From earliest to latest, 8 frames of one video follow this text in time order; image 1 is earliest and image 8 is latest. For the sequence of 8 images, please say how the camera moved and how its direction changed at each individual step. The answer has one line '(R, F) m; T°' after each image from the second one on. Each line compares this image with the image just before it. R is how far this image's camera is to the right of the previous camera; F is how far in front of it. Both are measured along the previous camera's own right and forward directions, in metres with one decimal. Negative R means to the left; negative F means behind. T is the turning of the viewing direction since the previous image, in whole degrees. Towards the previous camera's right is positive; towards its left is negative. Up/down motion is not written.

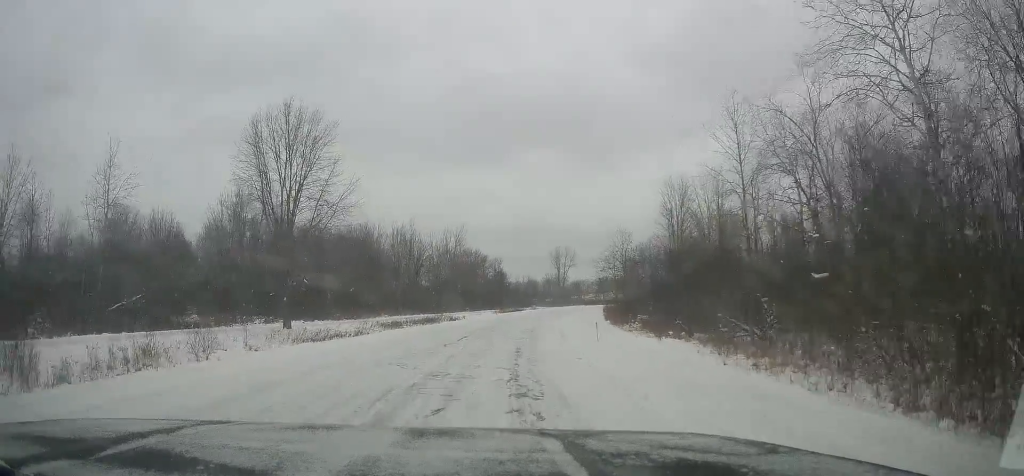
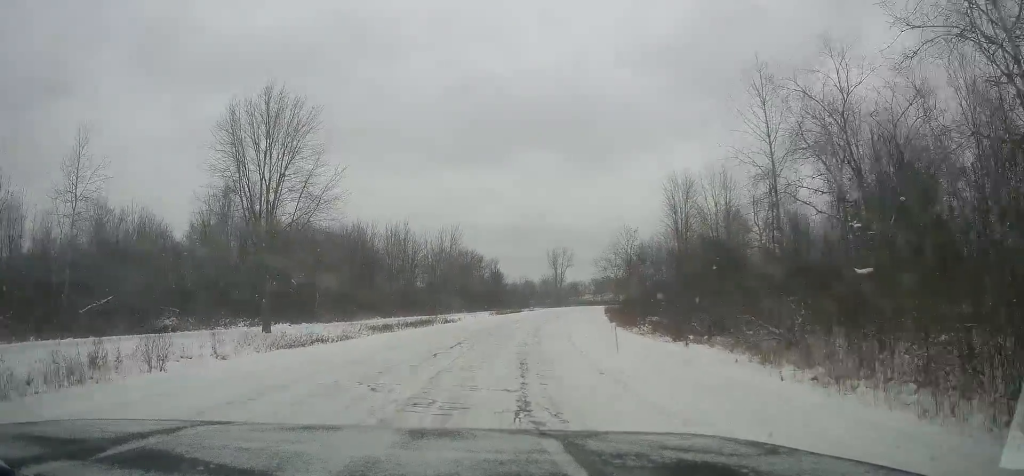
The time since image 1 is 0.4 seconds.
(-0.1, +3.5) m; +2°
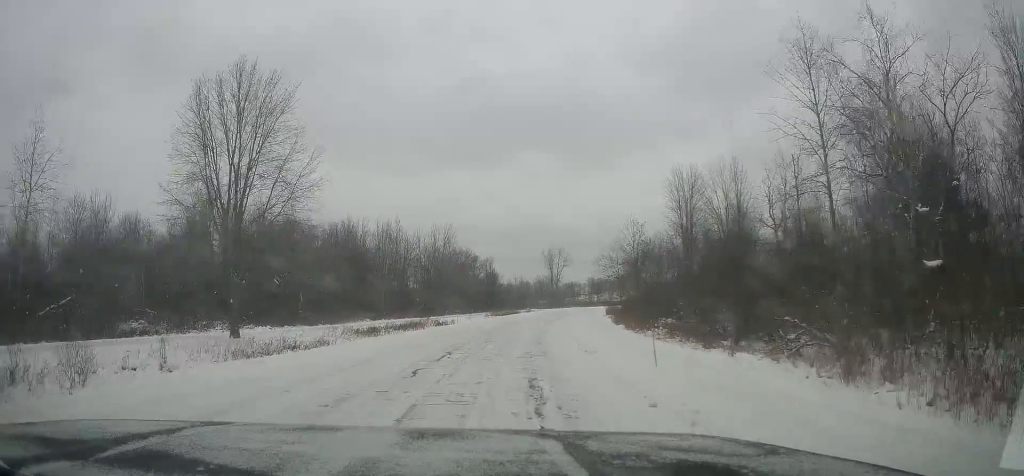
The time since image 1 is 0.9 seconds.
(-0.3, +4.4) m; +3°
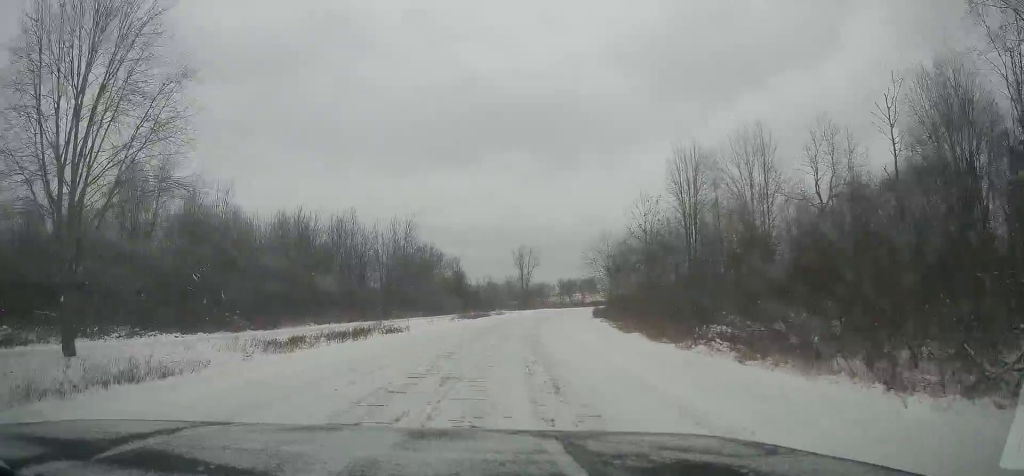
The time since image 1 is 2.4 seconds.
(+0.9, +13.3) m; +1°
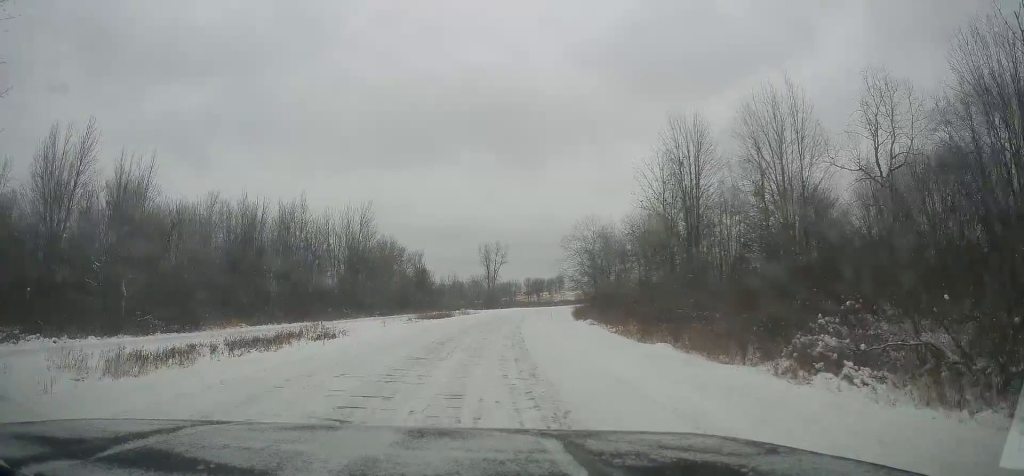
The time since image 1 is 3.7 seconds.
(-0.2, +11.6) m; 0°
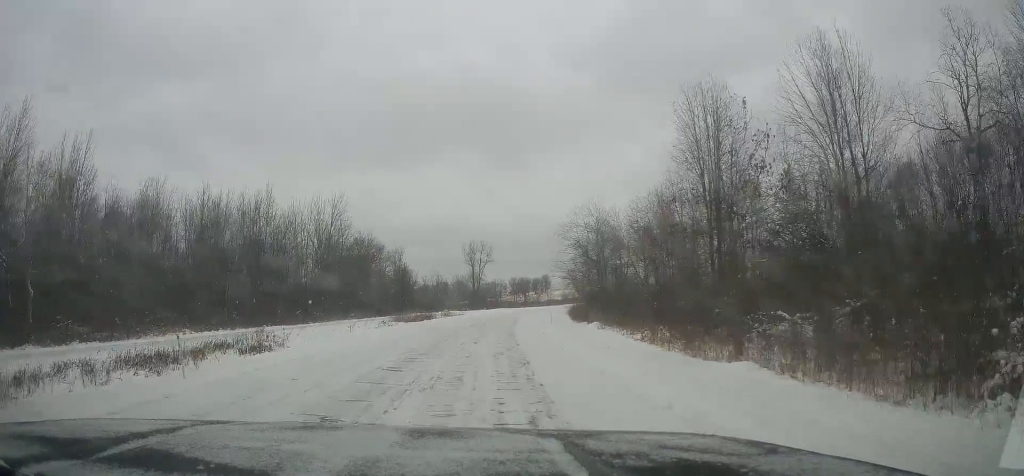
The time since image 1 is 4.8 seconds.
(-0.1, +9.5) m; +2°
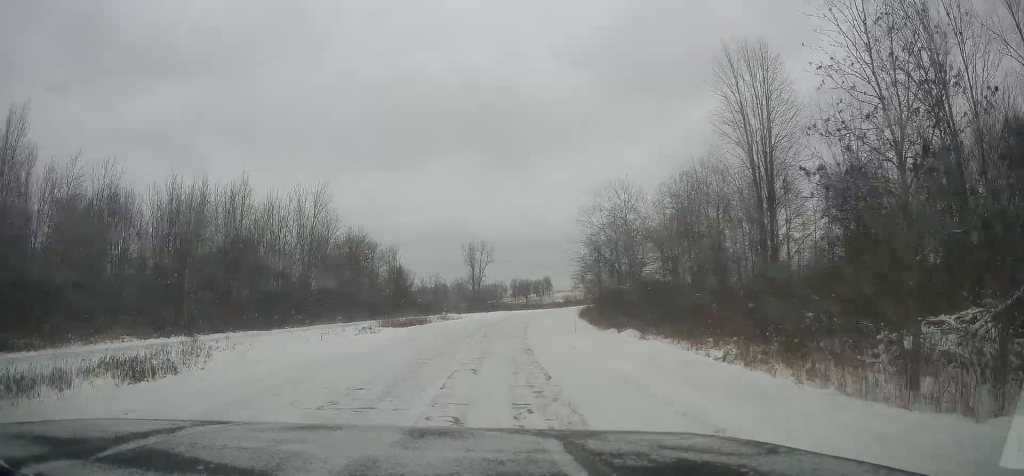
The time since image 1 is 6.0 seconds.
(+0.6, +9.7) m; +6°
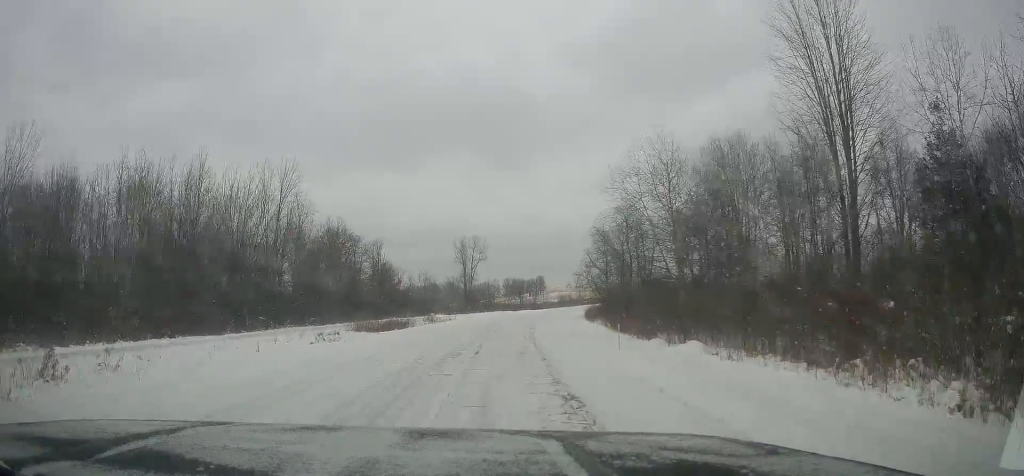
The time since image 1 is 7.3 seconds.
(+0.1, +10.8) m; -2°
